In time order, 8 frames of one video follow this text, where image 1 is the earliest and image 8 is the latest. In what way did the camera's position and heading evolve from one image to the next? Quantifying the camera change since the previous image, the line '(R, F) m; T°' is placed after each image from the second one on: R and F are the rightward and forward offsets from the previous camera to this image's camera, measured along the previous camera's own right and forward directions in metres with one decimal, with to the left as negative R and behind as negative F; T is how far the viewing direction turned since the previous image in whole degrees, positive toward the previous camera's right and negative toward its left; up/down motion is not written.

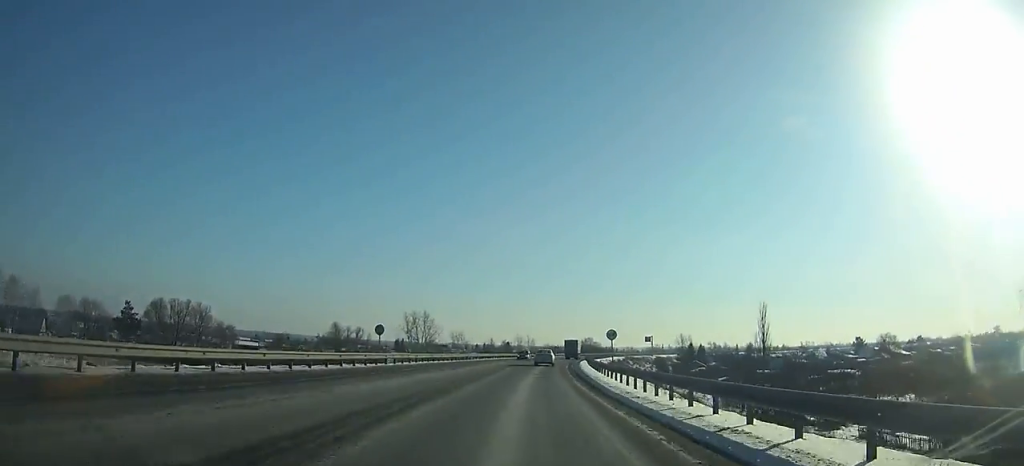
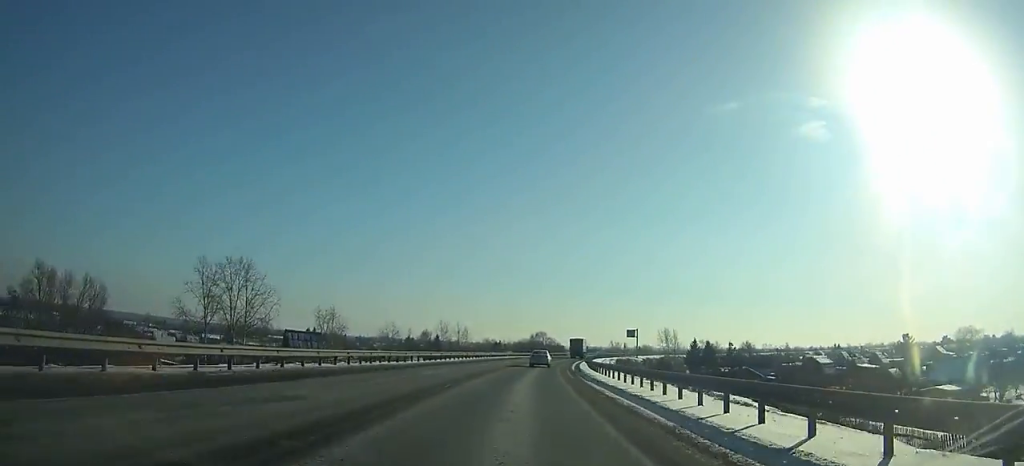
(+3.4, +65.9) m; +6°
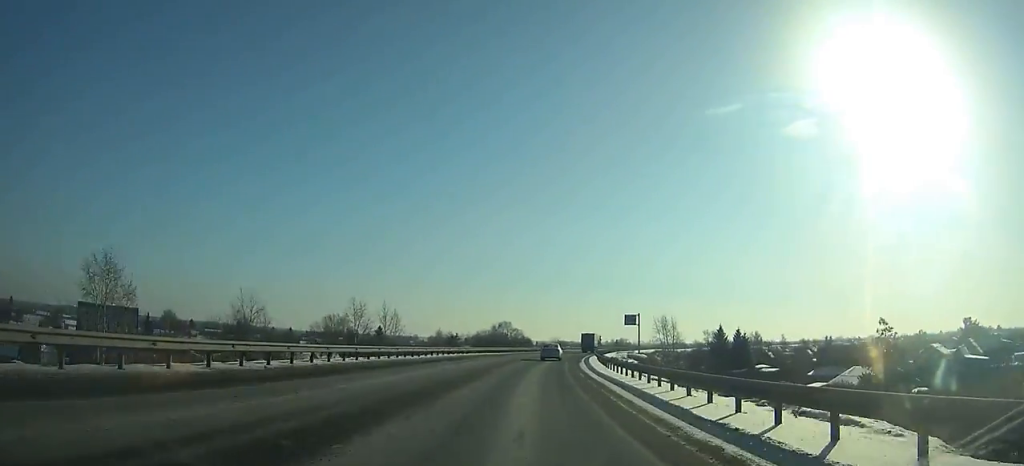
(+1.1, +43.2) m; +4°
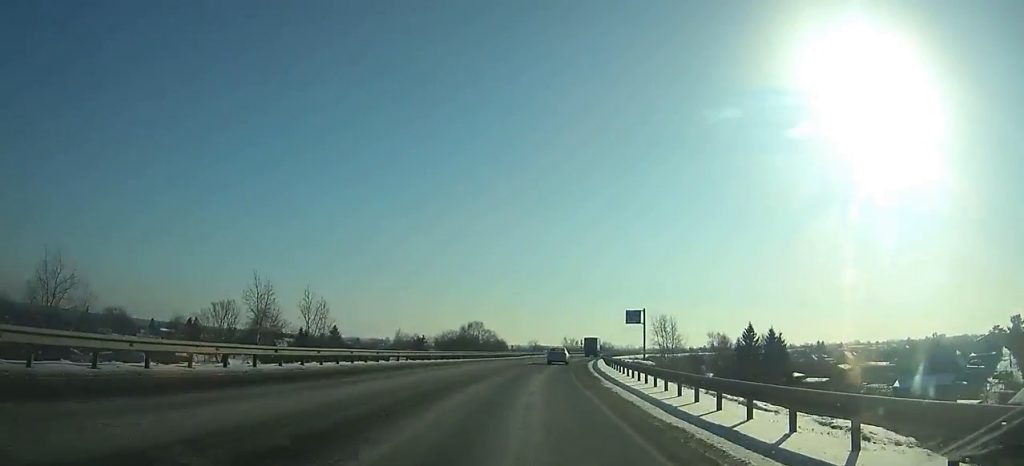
(+0.5, +24.7) m; +2°
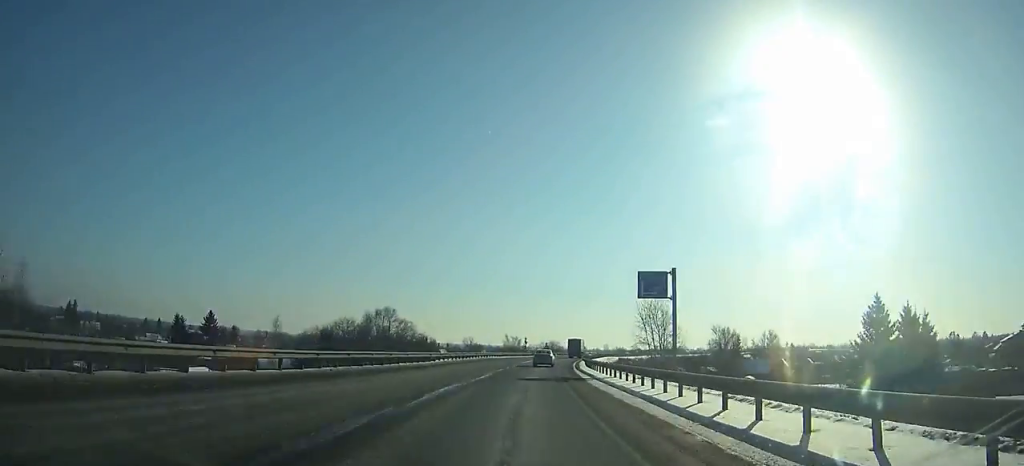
(+1.6, +43.2) m; +4°
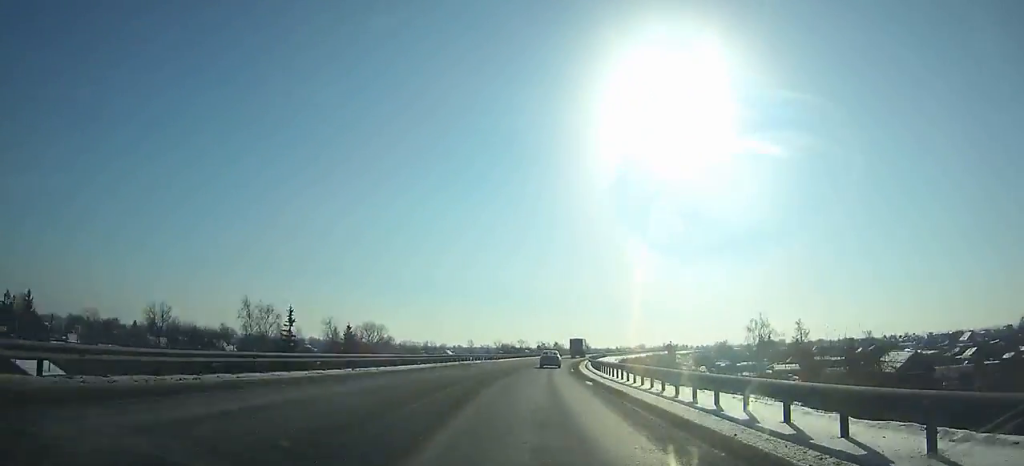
(+19.9, +142.2) m; +15°
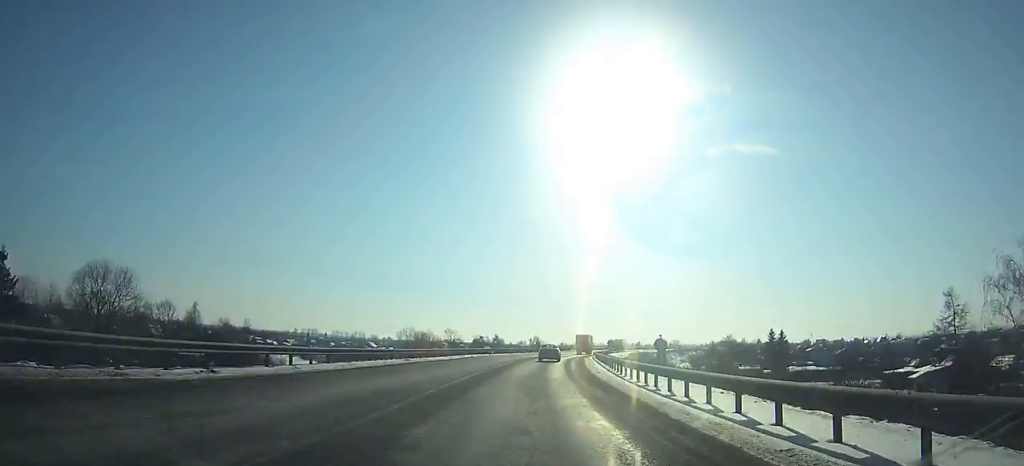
(+3.3, +63.9) m; +6°
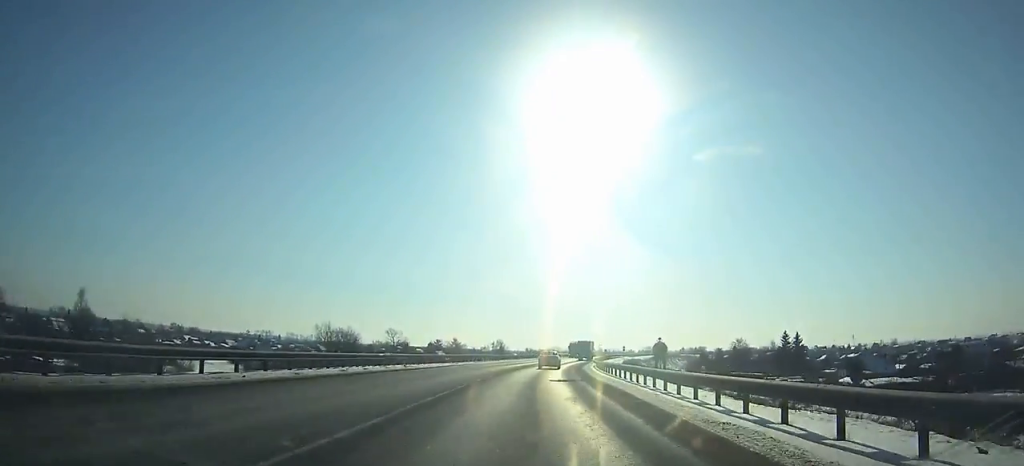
(+0.7, +34.3) m; +3°
